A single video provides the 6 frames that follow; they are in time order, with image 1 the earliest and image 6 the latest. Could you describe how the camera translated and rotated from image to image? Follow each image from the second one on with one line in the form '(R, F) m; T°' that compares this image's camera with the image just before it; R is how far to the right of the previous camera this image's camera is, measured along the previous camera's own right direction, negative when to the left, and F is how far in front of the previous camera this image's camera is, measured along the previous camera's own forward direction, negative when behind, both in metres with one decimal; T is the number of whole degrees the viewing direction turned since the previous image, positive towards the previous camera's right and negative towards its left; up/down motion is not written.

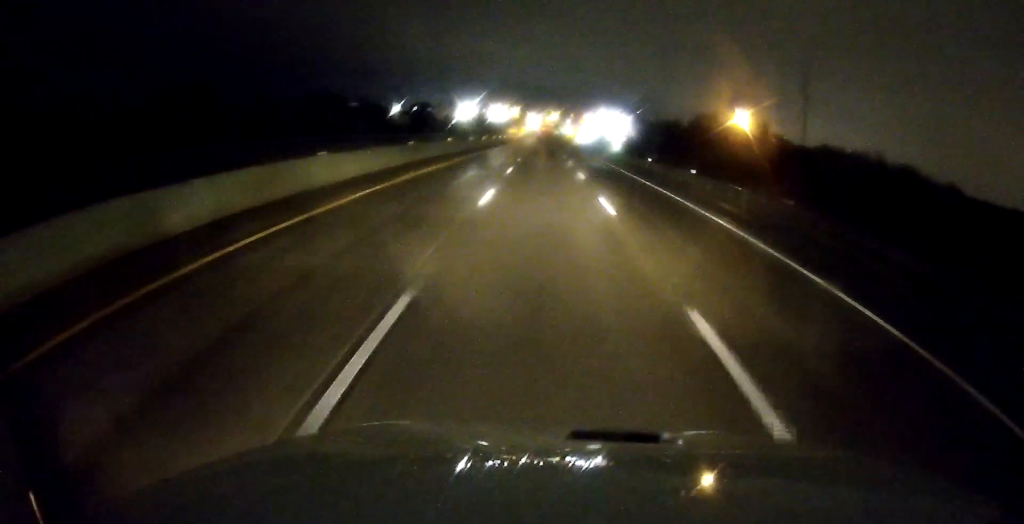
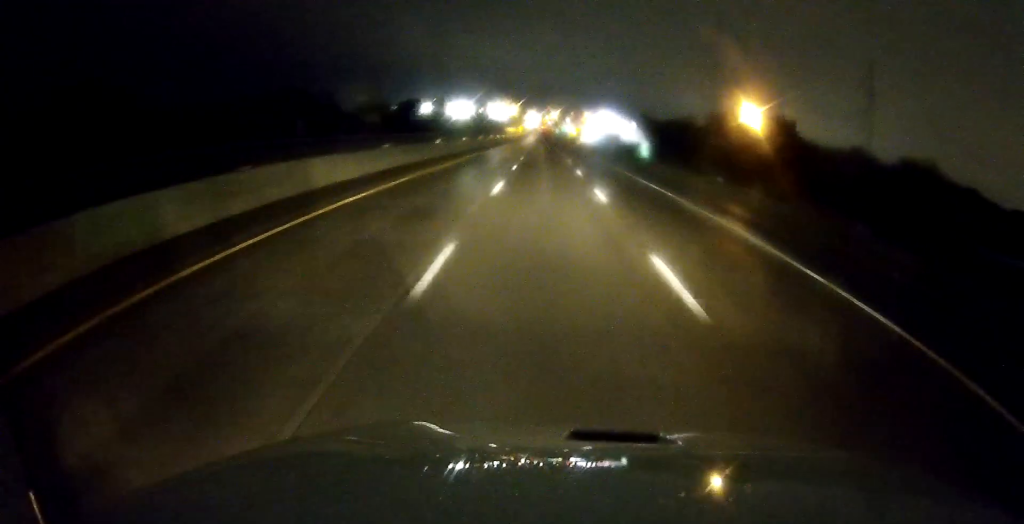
(-0.5, +21.2) m; 0°
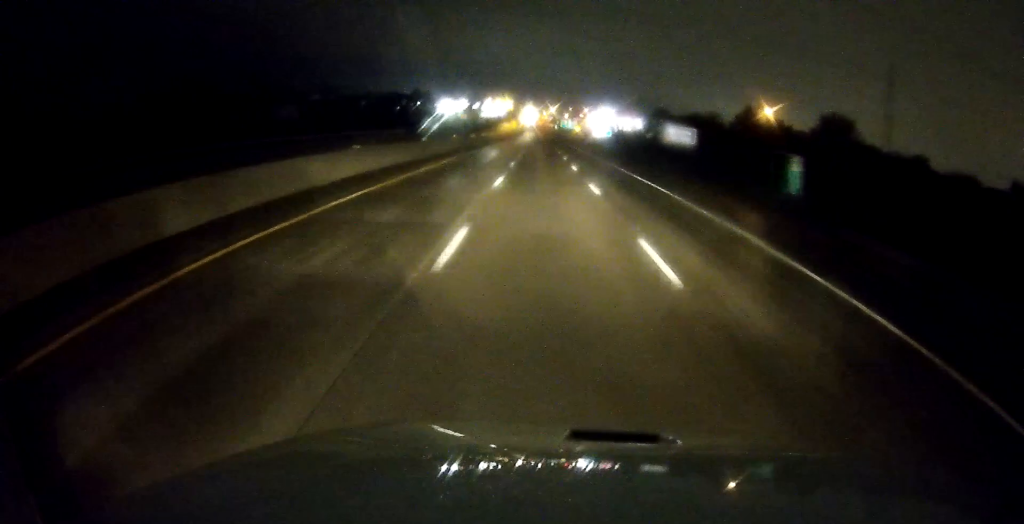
(+0.7, +35.4) m; +1°
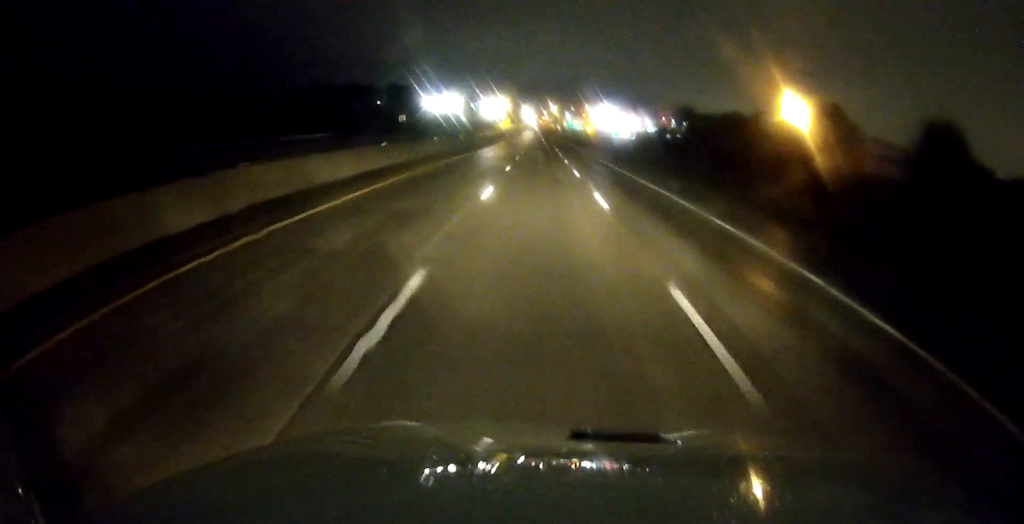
(-0.5, +40.5) m; -1°
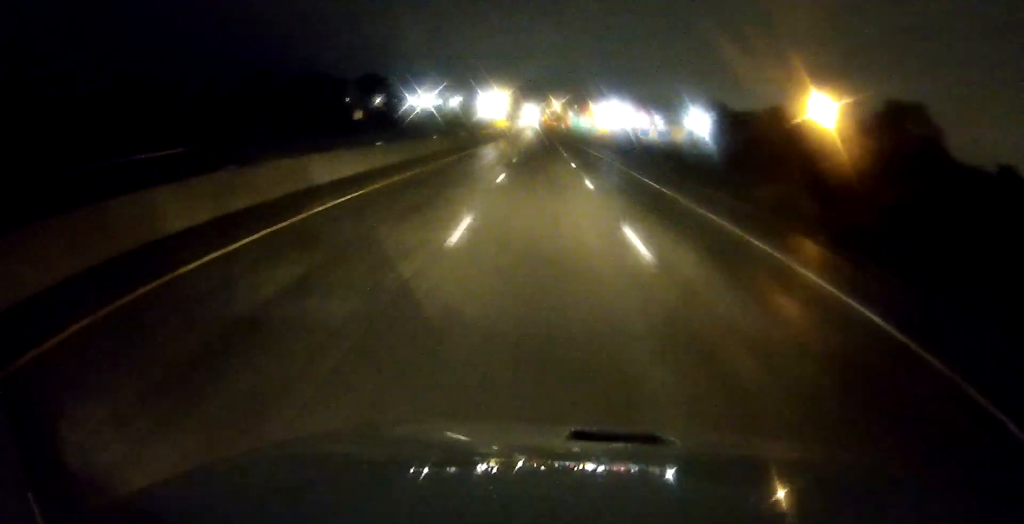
(0.0, +31.4) m; +1°
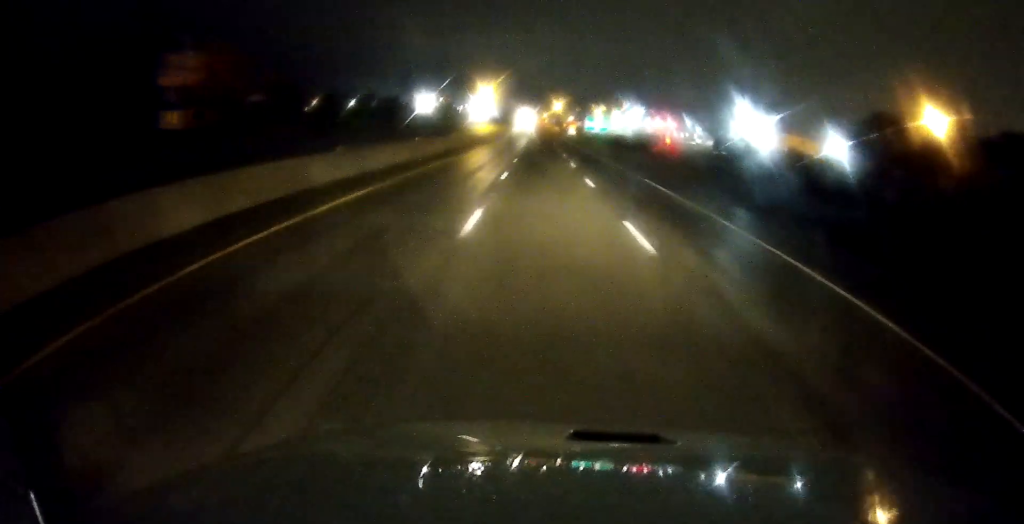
(-0.2, +97.3) m; 0°
